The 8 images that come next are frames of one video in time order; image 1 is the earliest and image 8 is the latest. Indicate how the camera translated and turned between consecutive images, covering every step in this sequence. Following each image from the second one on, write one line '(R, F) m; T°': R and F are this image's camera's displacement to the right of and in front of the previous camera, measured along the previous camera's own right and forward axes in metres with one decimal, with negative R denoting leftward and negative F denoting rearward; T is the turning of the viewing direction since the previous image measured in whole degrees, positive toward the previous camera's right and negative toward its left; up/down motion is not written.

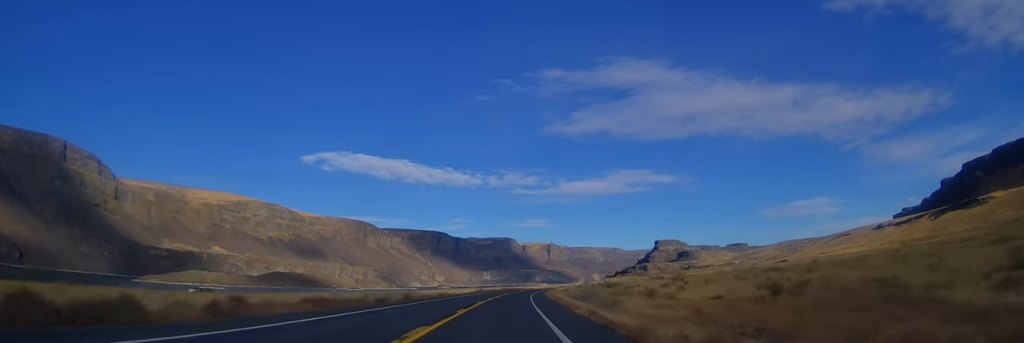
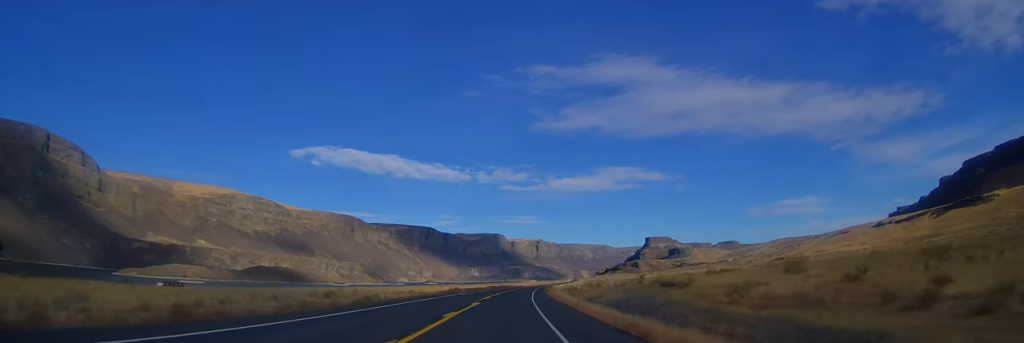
(+0.5, +28.9) m; +1°
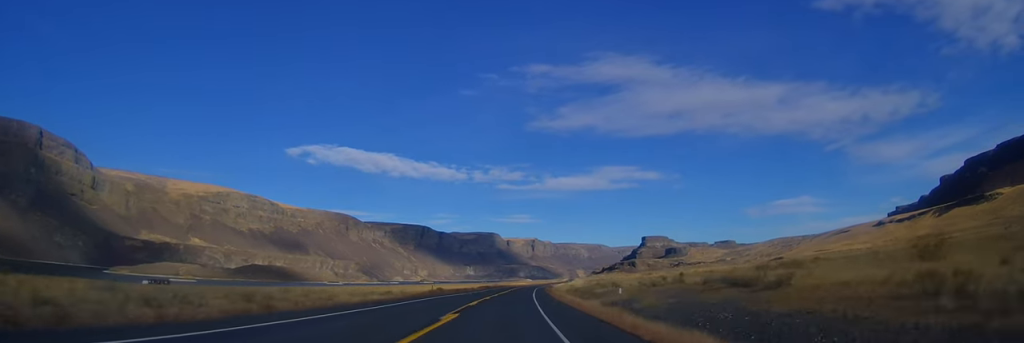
(0.0, +13.4) m; 0°
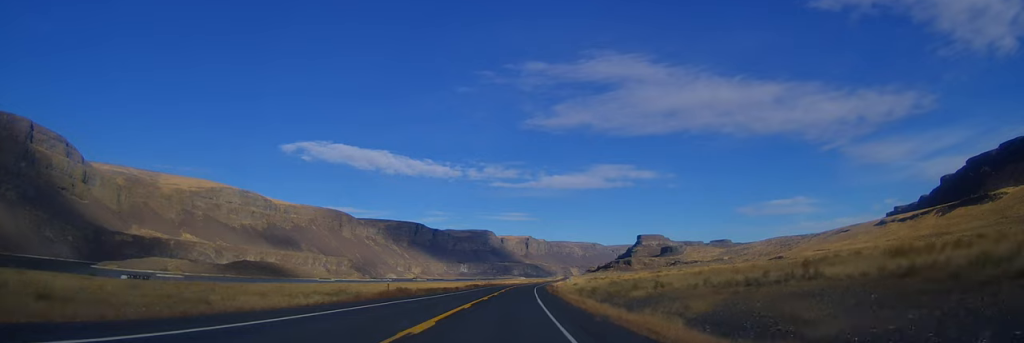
(-0.1, +18.3) m; 0°
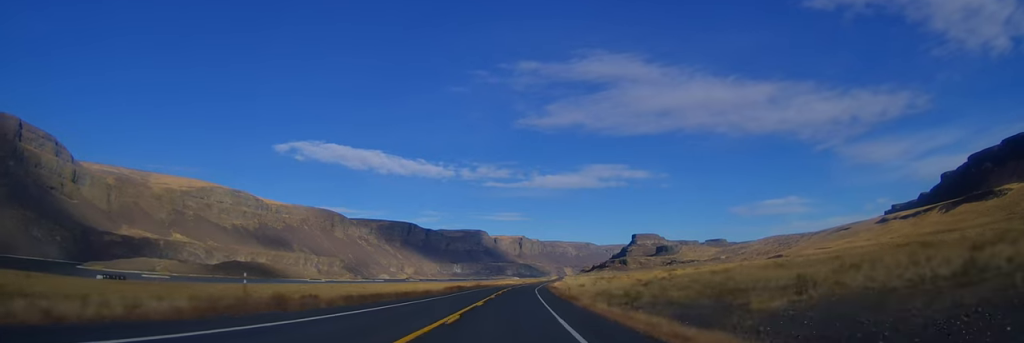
(+0.2, +20.1) m; +1°
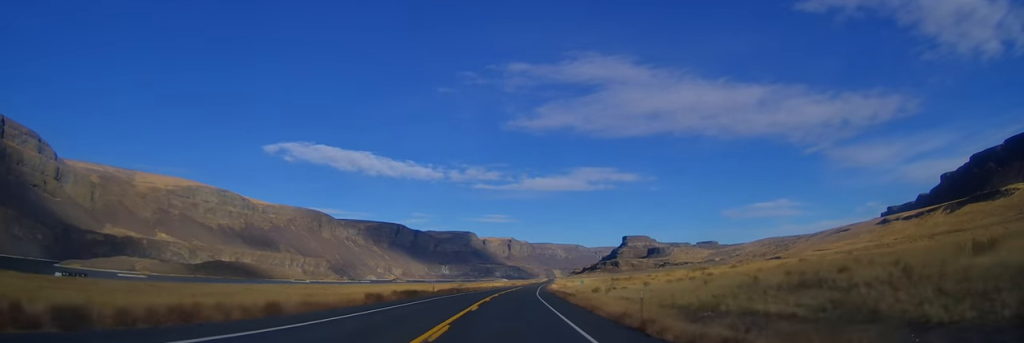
(+0.2, +29.7) m; +1°
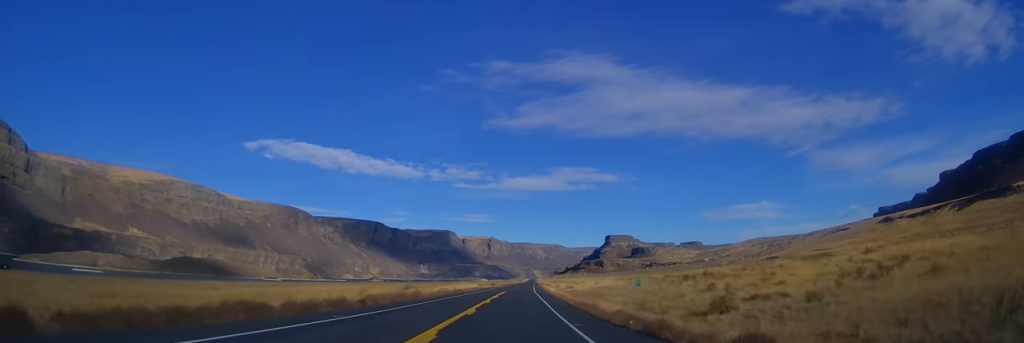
(+0.8, +50.7) m; +1°
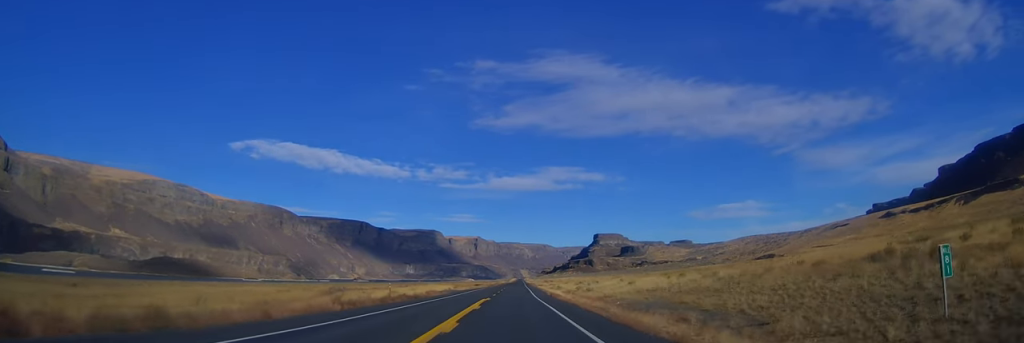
(+0.3, +32.5) m; +1°
